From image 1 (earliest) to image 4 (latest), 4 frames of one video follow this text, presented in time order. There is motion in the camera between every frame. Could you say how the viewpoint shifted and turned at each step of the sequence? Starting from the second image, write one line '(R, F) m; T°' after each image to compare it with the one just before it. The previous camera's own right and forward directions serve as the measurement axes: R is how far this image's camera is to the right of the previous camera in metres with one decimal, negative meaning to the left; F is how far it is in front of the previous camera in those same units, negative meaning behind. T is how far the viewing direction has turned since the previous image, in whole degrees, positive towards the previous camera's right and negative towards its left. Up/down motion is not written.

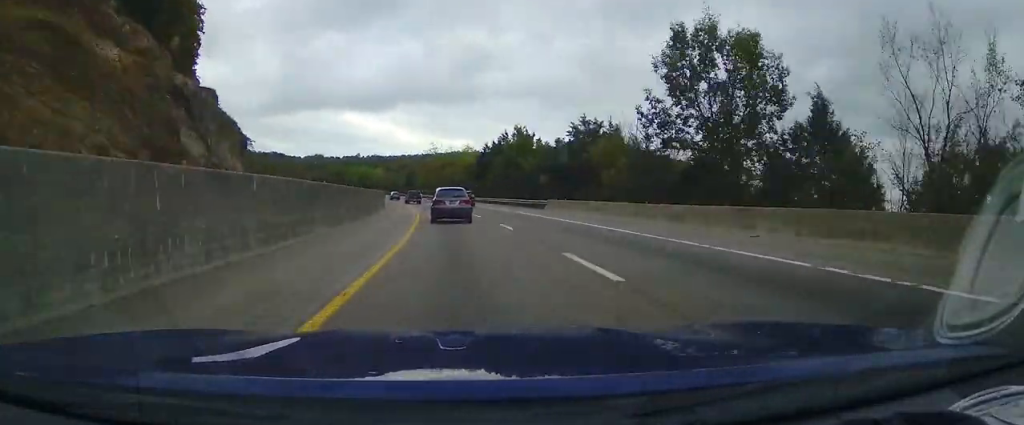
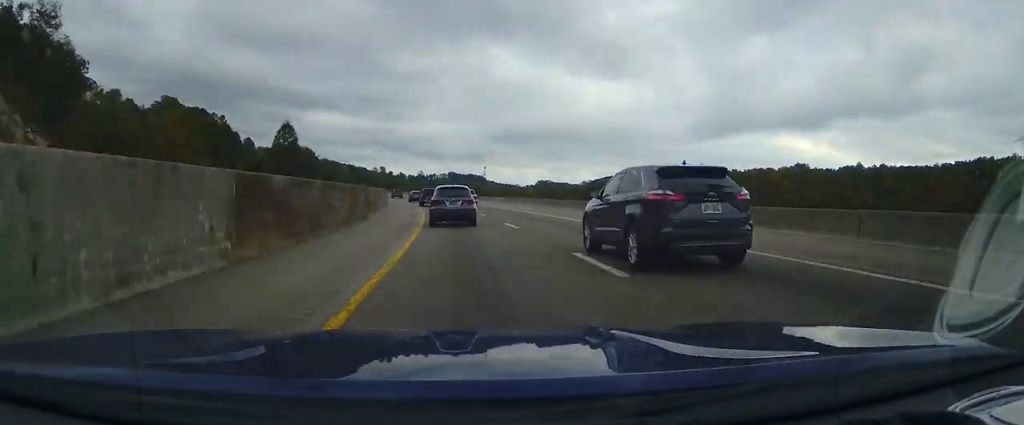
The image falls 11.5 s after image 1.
(-133.1, +327.9) m; -43°
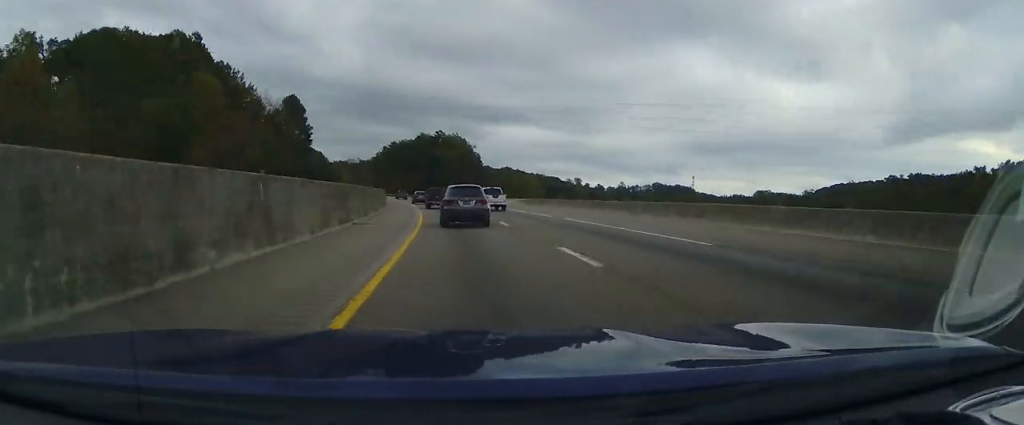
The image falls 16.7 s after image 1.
(-26.8, +158.7) m; -19°
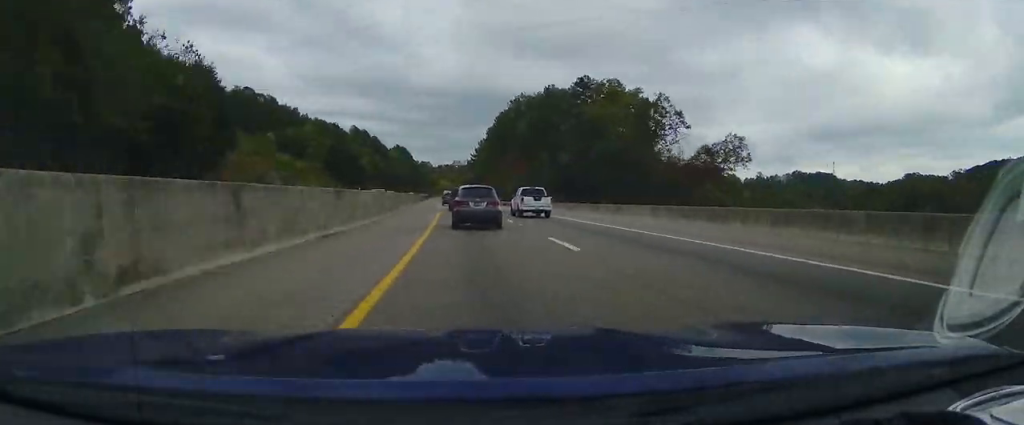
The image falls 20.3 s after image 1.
(-12.3, +110.6) m; -7°
